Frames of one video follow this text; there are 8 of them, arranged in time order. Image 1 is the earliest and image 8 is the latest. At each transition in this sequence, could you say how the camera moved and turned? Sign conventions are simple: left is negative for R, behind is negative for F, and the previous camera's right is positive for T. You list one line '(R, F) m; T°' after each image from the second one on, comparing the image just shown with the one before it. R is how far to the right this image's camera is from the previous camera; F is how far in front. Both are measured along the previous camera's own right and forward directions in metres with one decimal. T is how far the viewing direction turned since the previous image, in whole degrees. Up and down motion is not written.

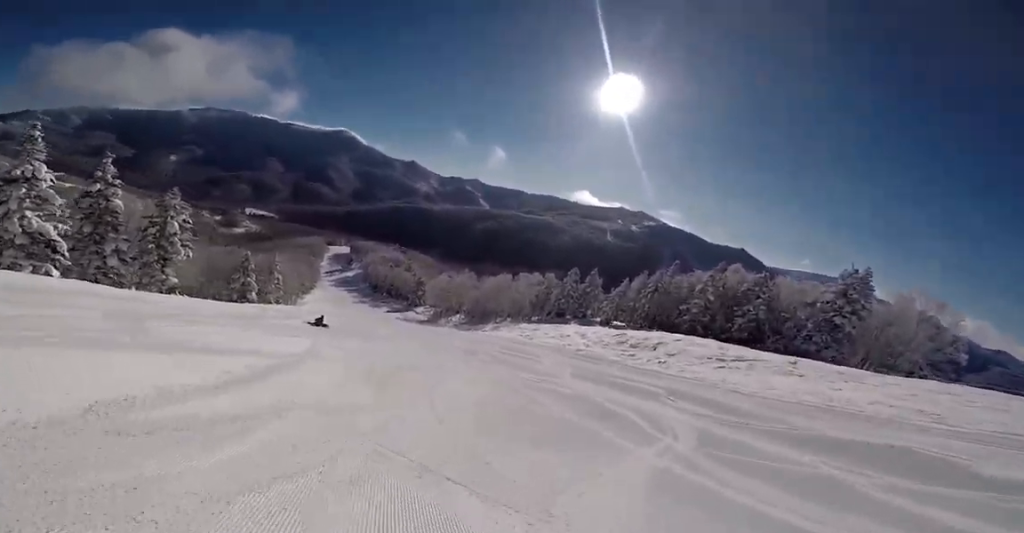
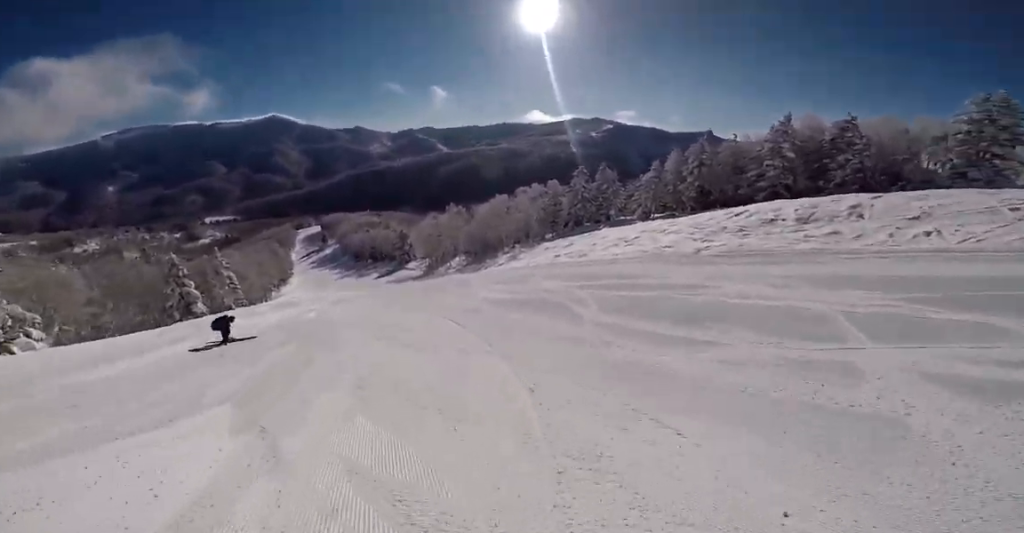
(-0.2, +15.7) m; -4°
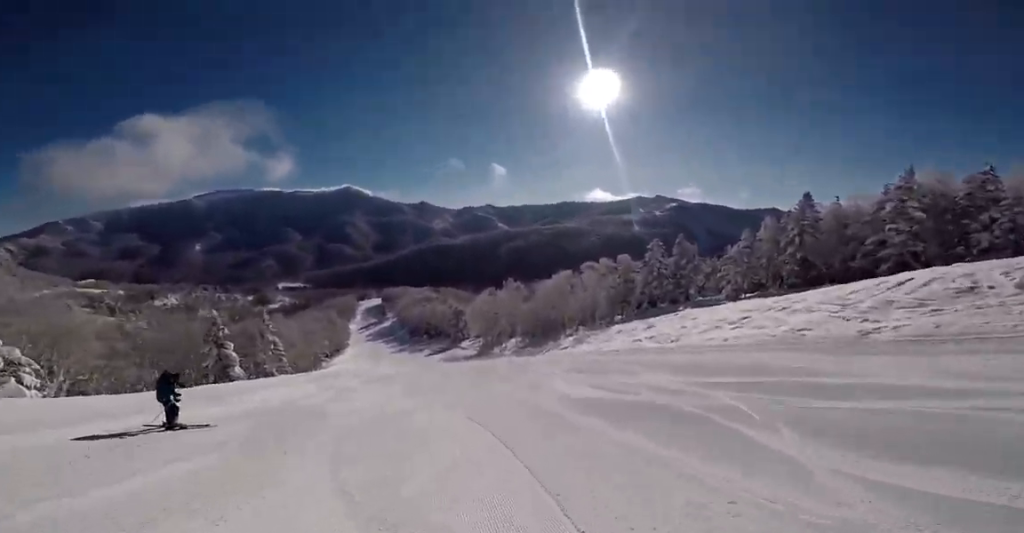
(+0.7, +5.4) m; -11°
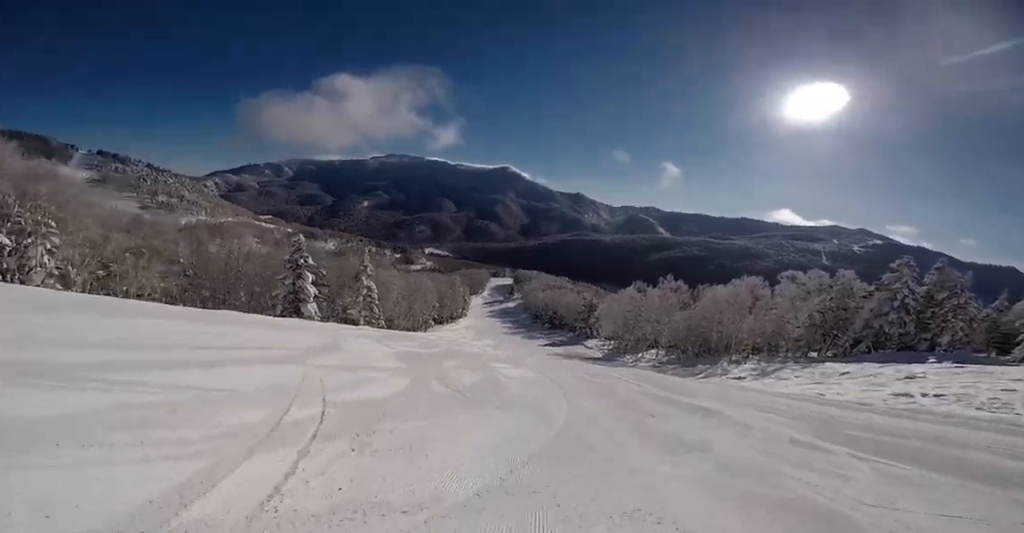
(-3.2, +10.7) m; -11°
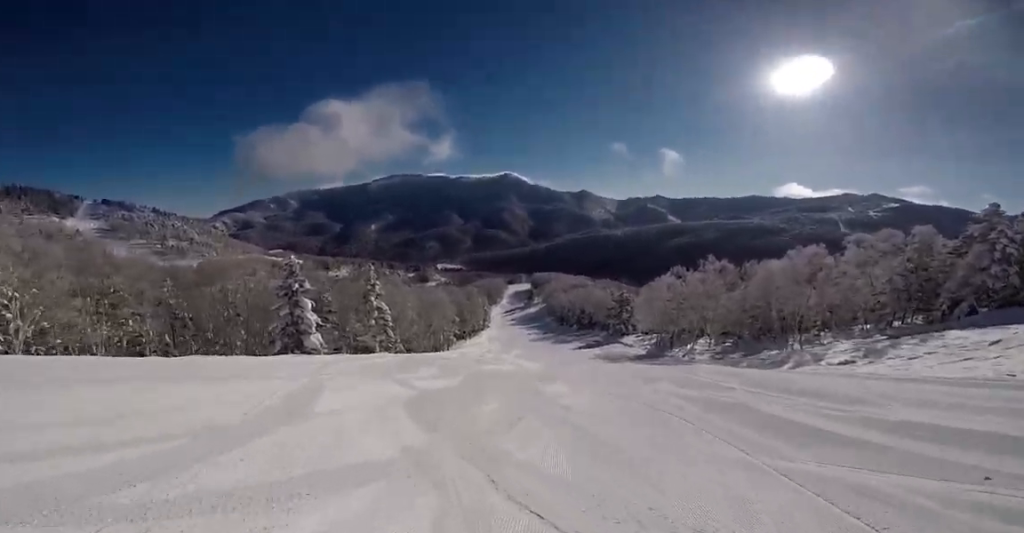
(+0.7, +6.4) m; +7°
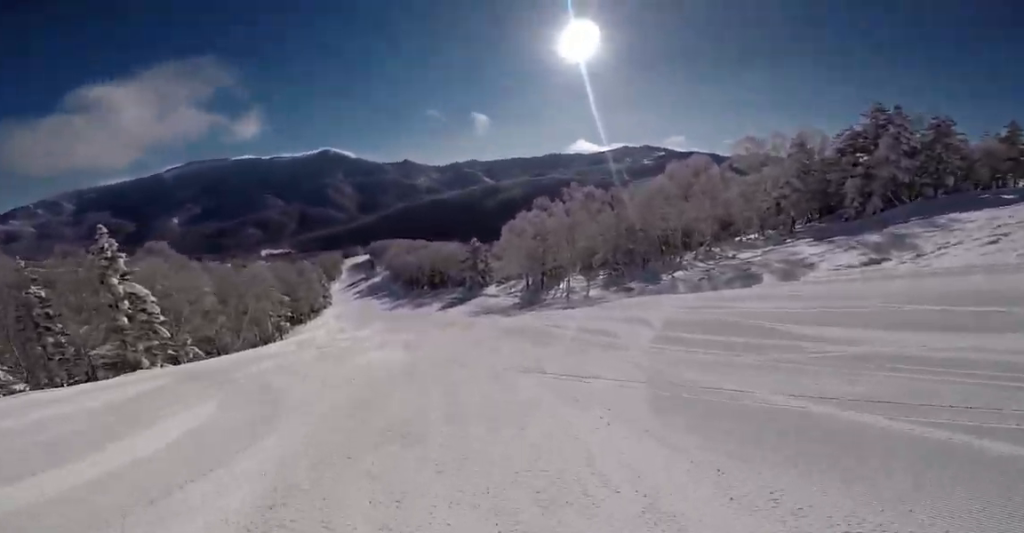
(+1.7, +14.9) m; +10°
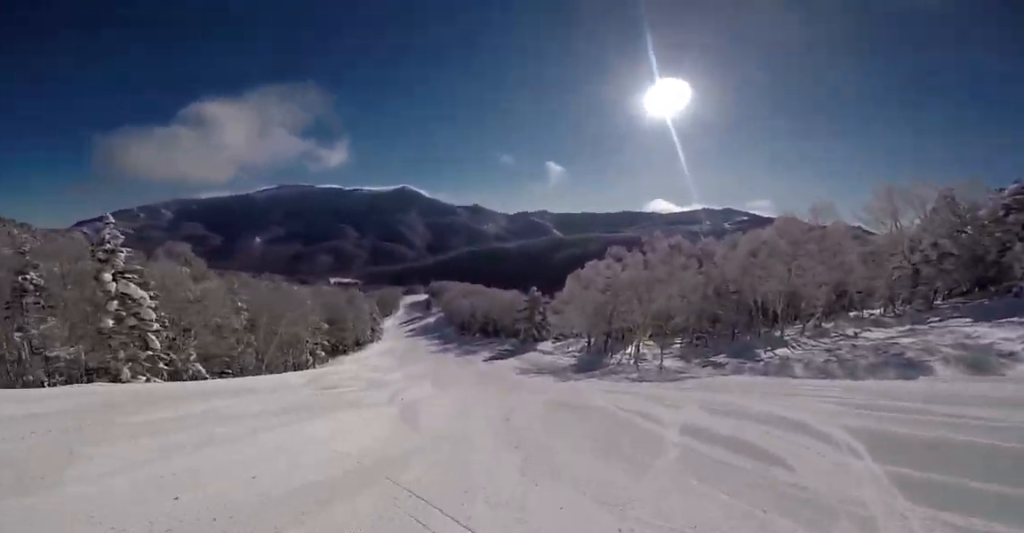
(+0.5, +6.0) m; -2°
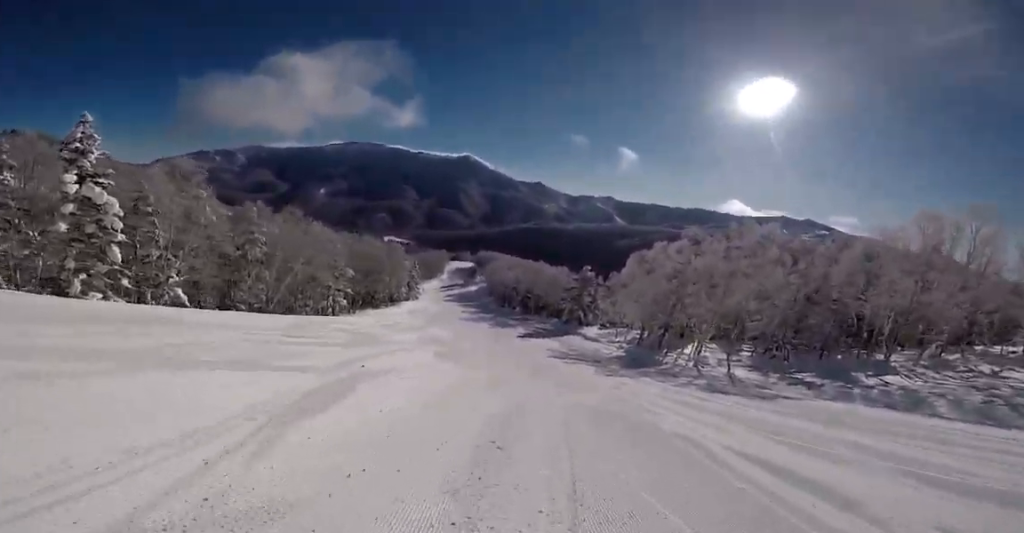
(-0.3, +5.8) m; -4°
